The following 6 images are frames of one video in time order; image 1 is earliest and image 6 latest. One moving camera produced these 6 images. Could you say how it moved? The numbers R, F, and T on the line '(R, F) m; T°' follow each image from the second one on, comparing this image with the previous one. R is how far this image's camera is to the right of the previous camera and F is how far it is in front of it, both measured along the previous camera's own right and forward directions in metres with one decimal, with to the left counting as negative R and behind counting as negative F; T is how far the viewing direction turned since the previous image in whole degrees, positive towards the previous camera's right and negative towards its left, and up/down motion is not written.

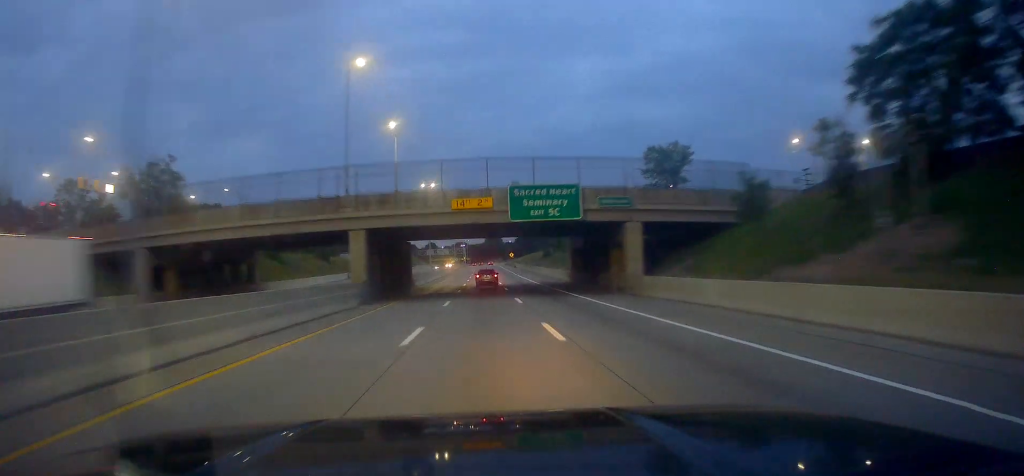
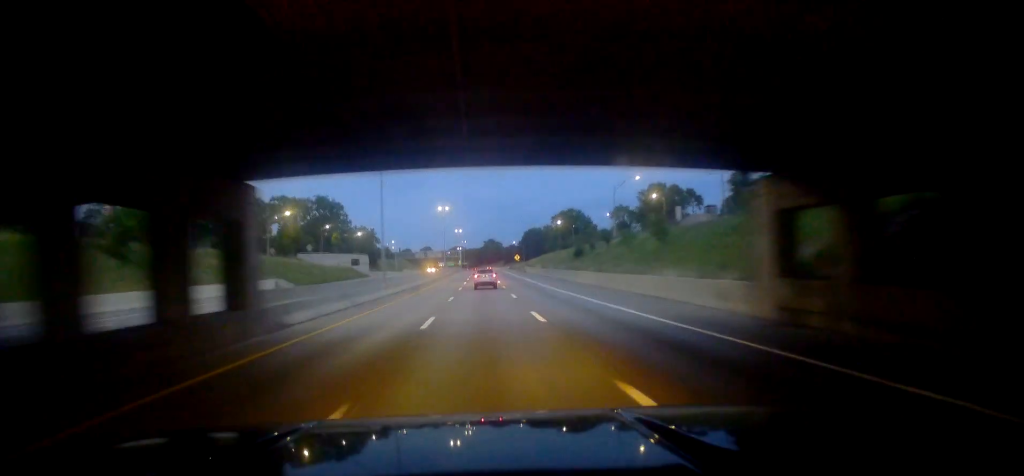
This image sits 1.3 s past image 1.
(+0.8, +40.5) m; +1°
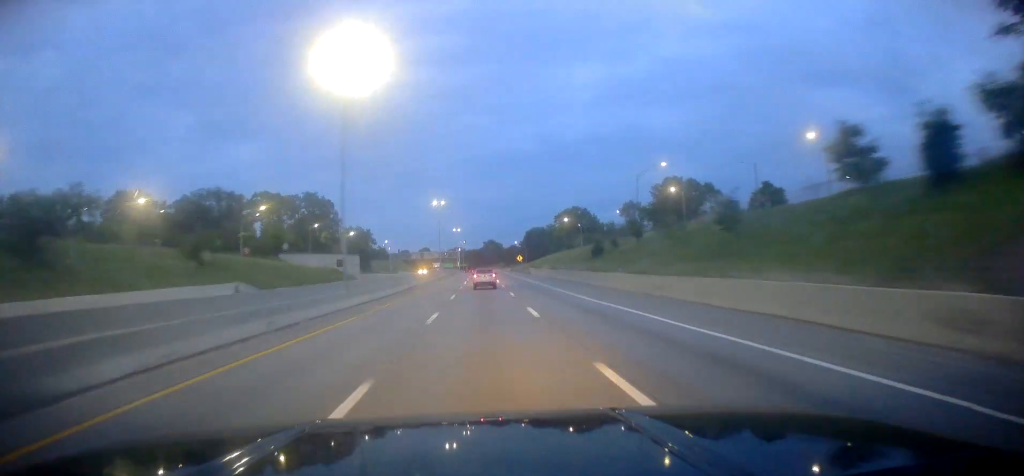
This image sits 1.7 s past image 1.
(-0.3, +12.9) m; -1°
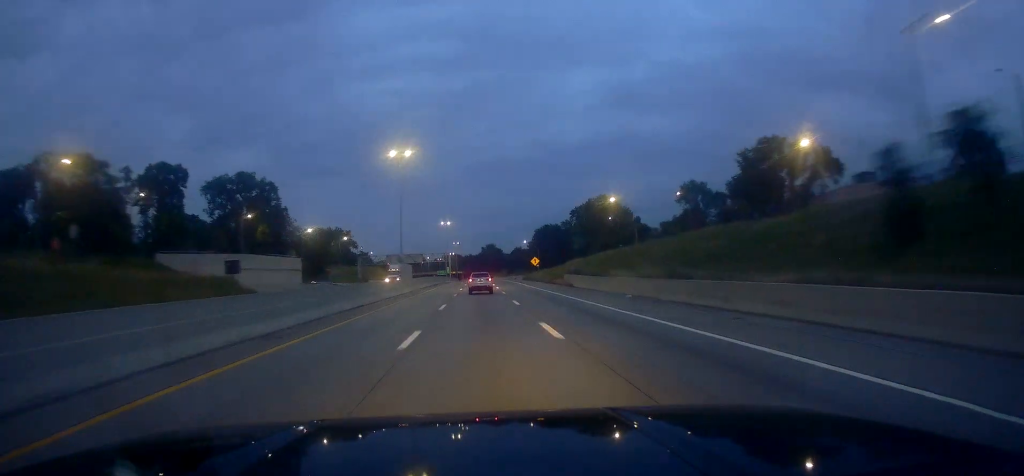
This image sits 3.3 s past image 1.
(-1.1, +51.5) m; 0°
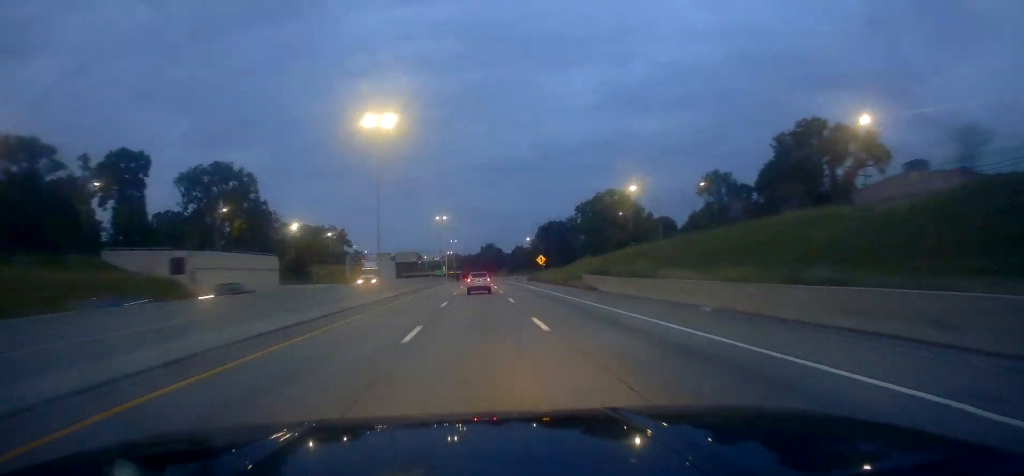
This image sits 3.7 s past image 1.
(+0.4, +12.8) m; +1°
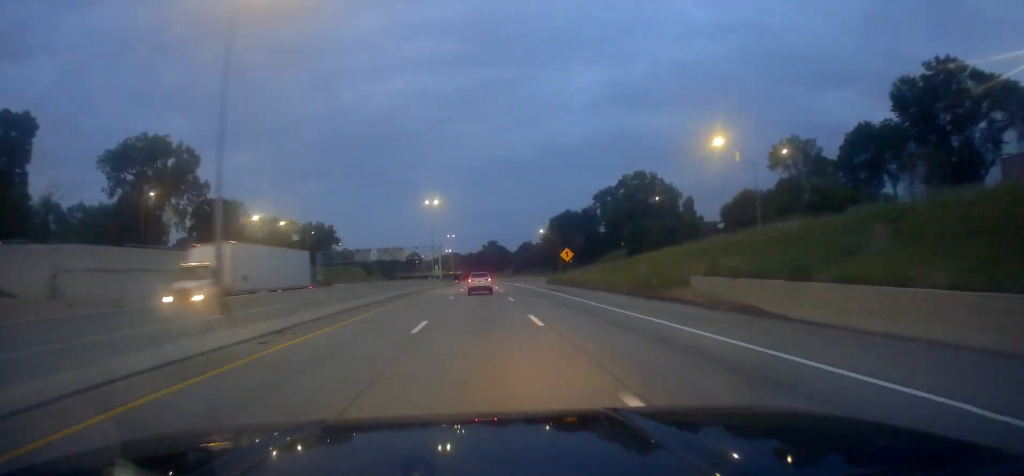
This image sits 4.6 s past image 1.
(+0.5, +28.7) m; +1°
